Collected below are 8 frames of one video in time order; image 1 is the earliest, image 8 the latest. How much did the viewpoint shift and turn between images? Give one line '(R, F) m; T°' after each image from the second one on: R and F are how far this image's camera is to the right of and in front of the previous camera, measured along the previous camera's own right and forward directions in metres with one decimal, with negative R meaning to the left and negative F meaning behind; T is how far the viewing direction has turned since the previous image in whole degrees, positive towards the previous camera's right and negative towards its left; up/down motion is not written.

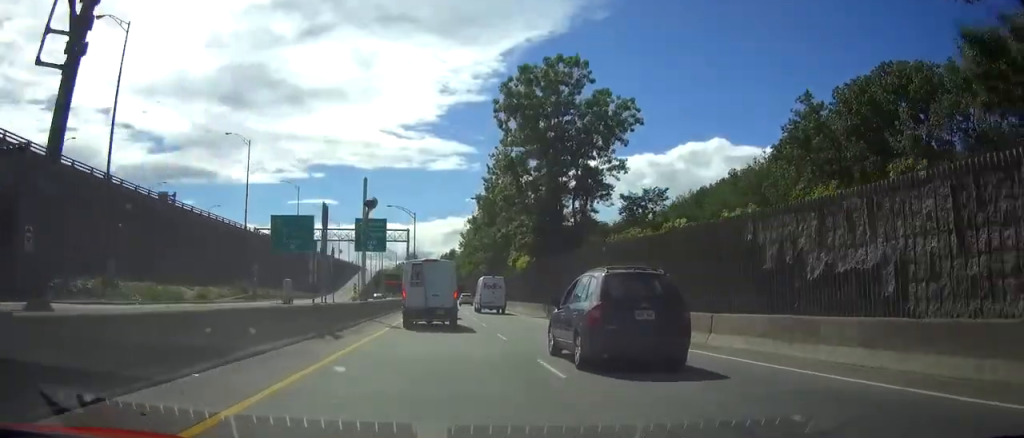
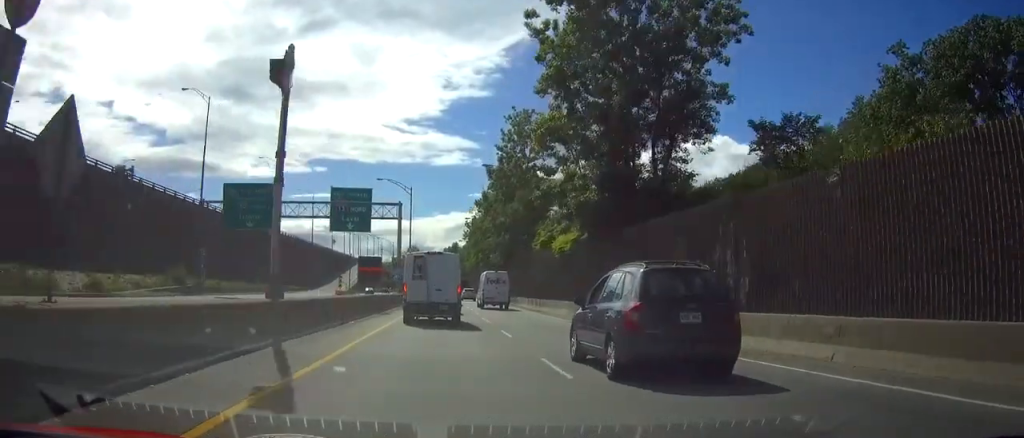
(-0.1, +18.3) m; 0°
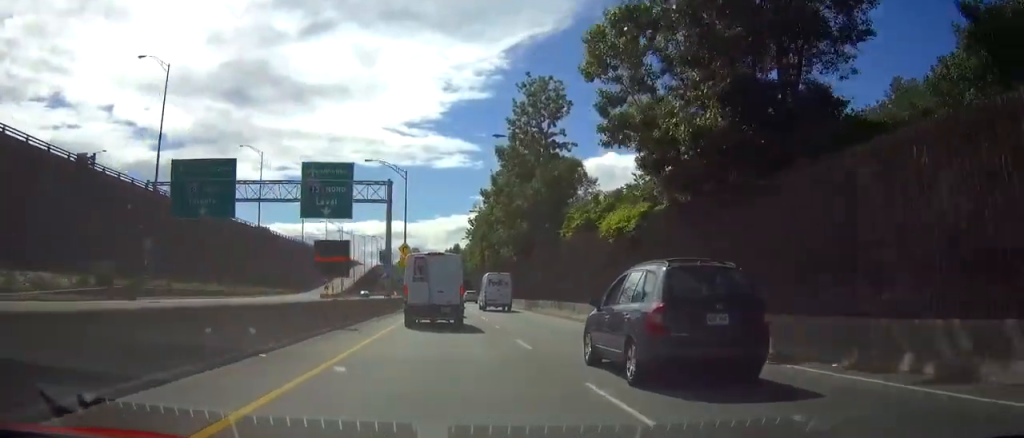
(0.0, +12.7) m; 0°
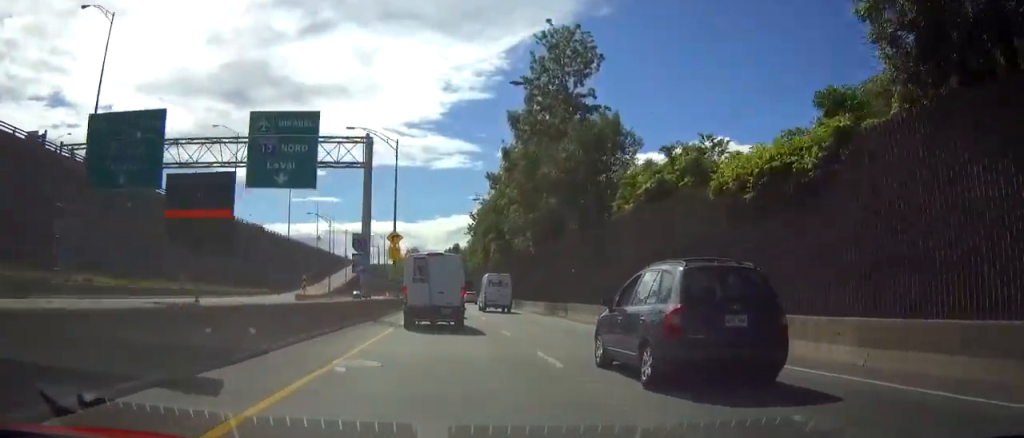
(0.0, +13.2) m; 0°
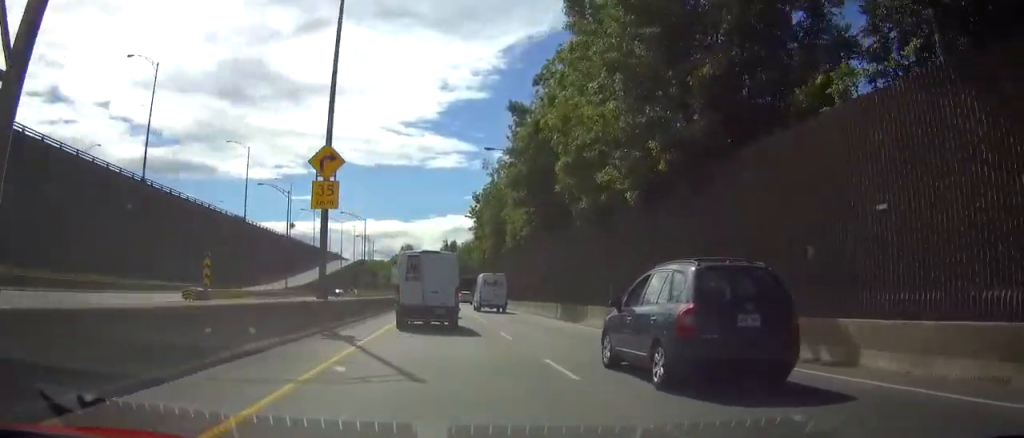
(0.0, +29.0) m; 0°
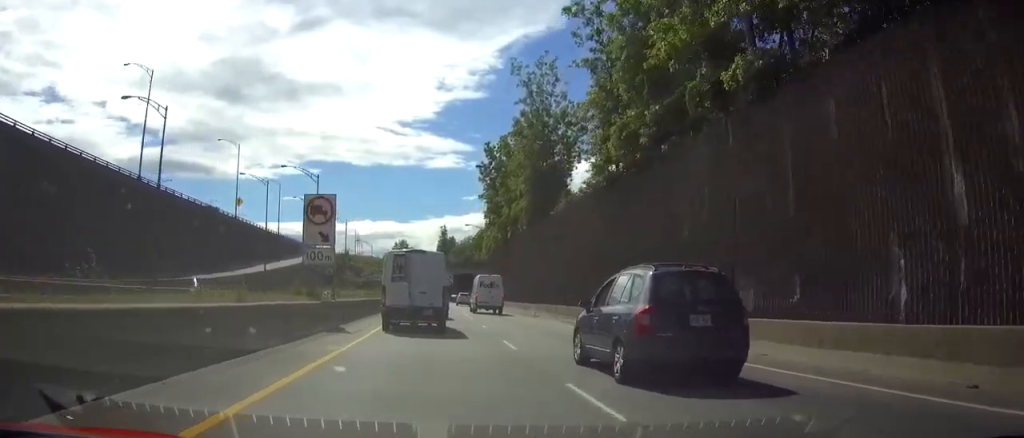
(+0.1, +39.5) m; 0°
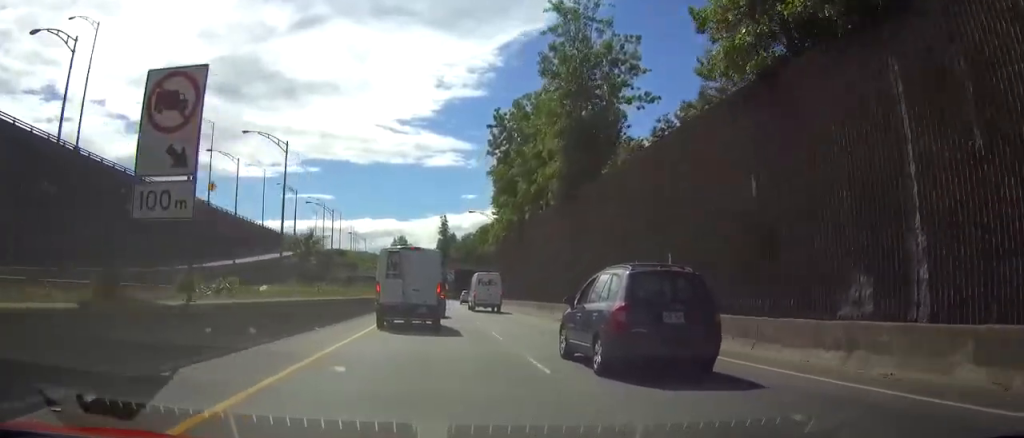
(-0.1, +14.2) m; 0°
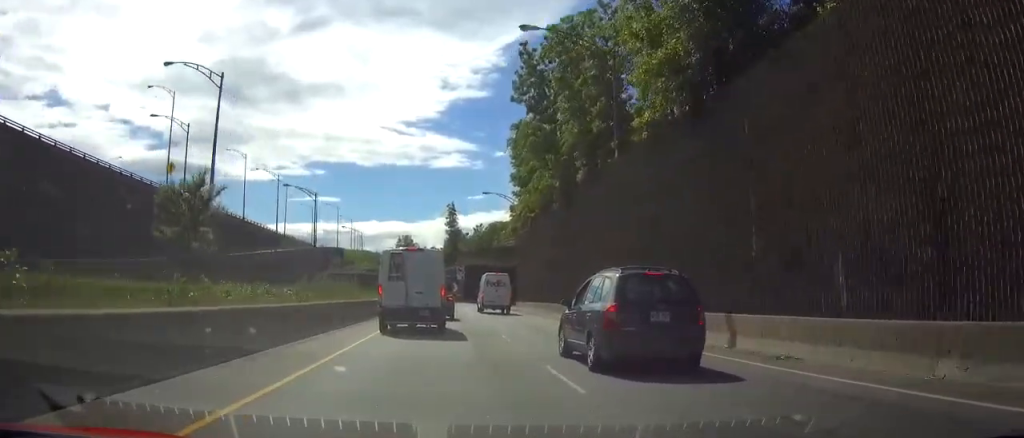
(+0.2, +18.3) m; 0°
